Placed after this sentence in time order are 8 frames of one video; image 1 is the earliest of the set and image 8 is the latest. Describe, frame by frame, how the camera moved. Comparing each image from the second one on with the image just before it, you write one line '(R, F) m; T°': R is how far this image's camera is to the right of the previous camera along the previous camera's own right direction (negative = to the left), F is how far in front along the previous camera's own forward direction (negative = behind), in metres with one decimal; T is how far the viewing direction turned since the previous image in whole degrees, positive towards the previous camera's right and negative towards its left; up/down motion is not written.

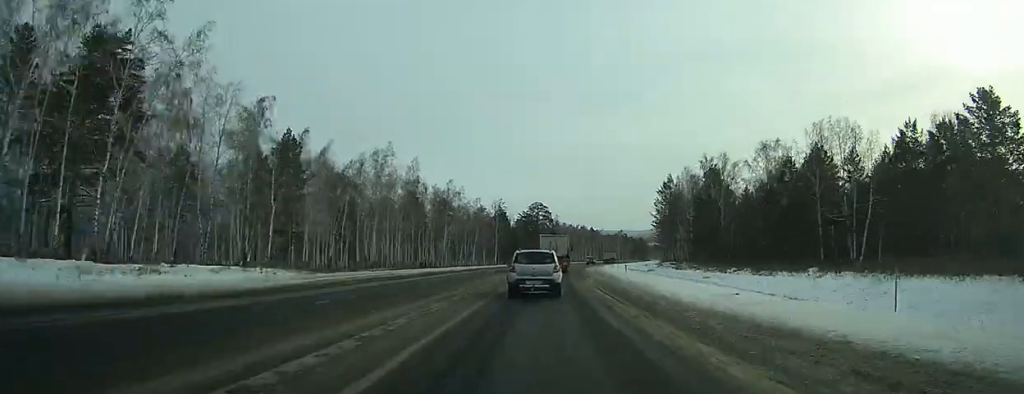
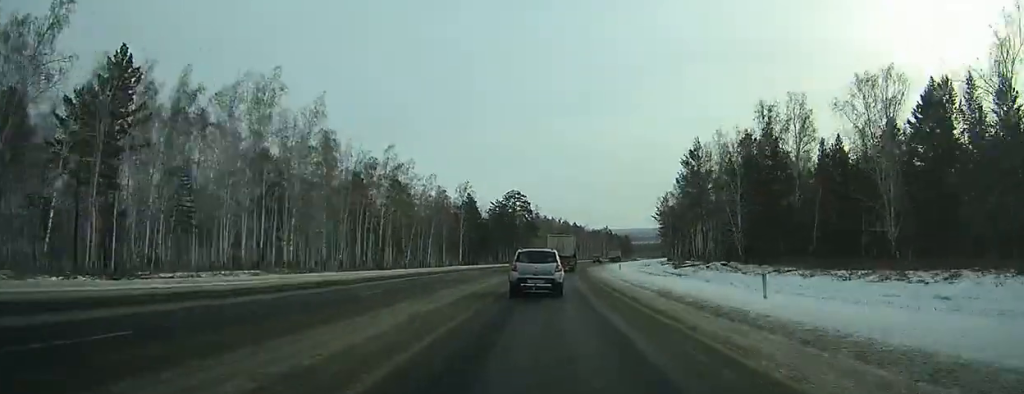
(+0.7, +31.0) m; +2°
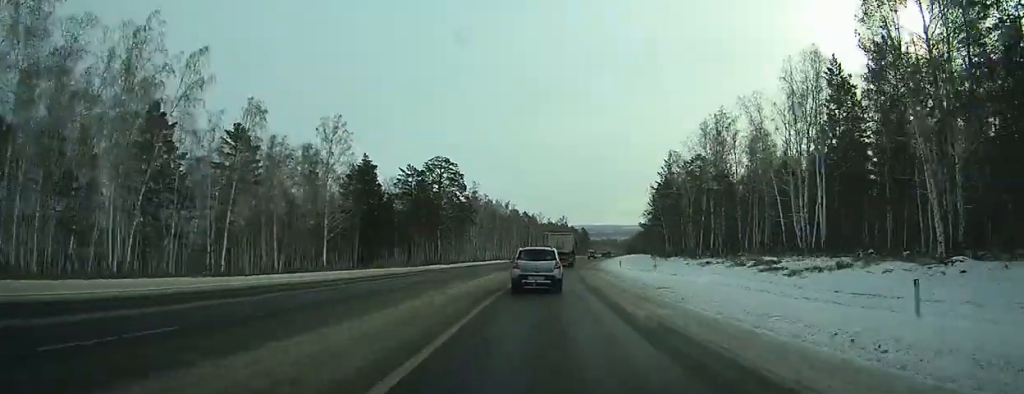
(+1.9, +58.8) m; +4°
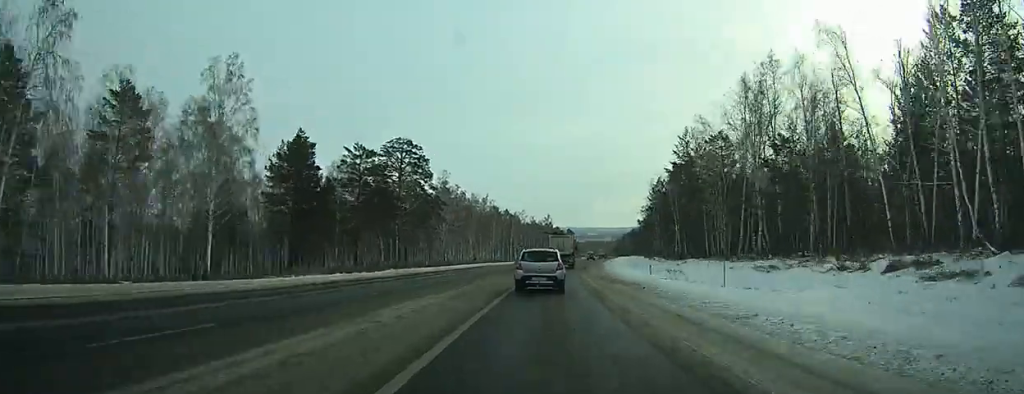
(+0.4, +24.3) m; +1°
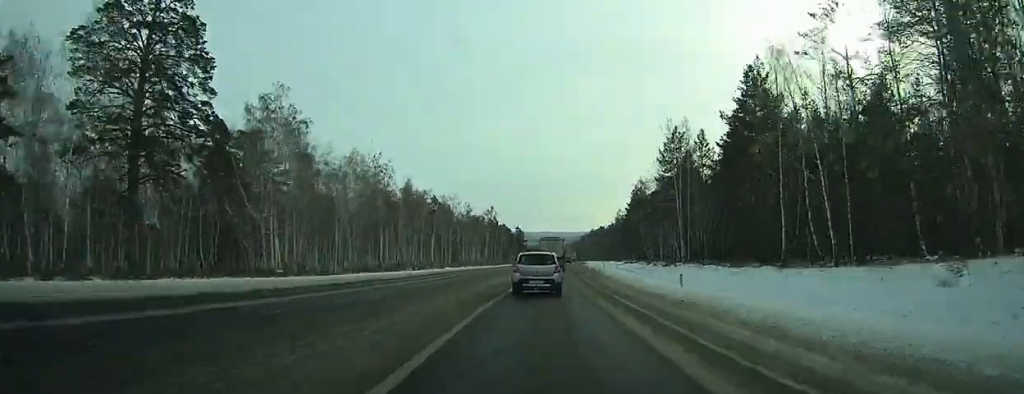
(+1.5, +63.5) m; +4°
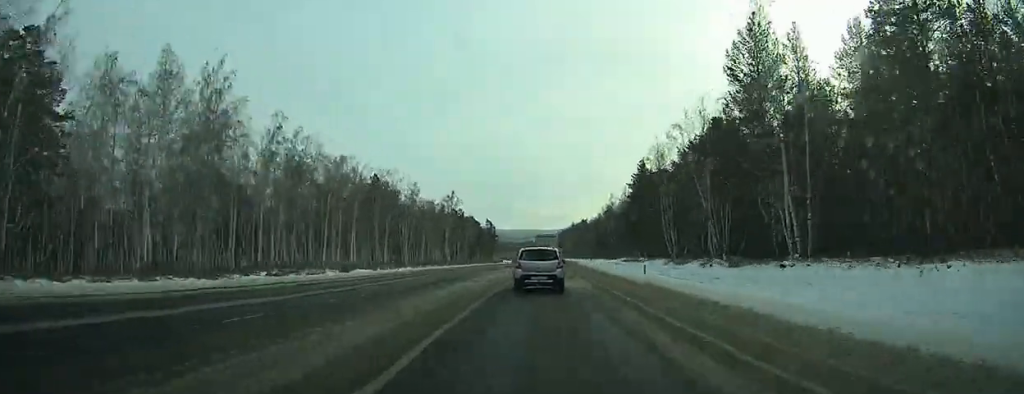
(+1.1, +42.9) m; +3°
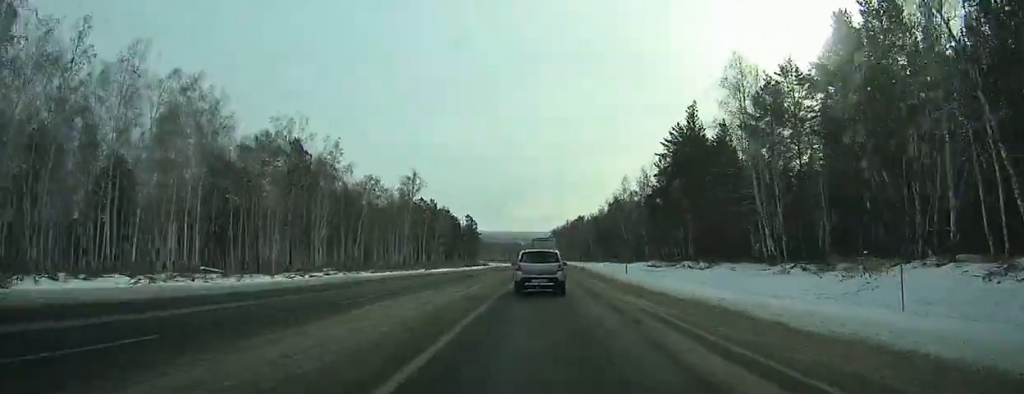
(+1.0, +45.3) m; +2°
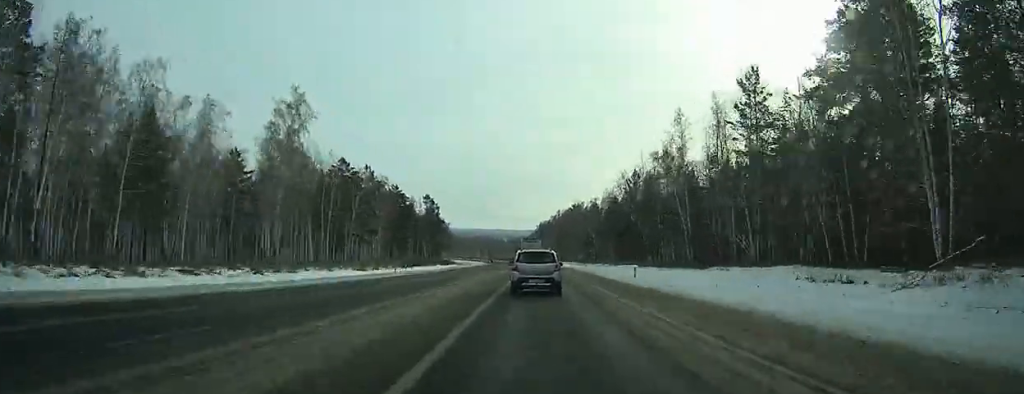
(+1.0, +61.4) m; +1°
